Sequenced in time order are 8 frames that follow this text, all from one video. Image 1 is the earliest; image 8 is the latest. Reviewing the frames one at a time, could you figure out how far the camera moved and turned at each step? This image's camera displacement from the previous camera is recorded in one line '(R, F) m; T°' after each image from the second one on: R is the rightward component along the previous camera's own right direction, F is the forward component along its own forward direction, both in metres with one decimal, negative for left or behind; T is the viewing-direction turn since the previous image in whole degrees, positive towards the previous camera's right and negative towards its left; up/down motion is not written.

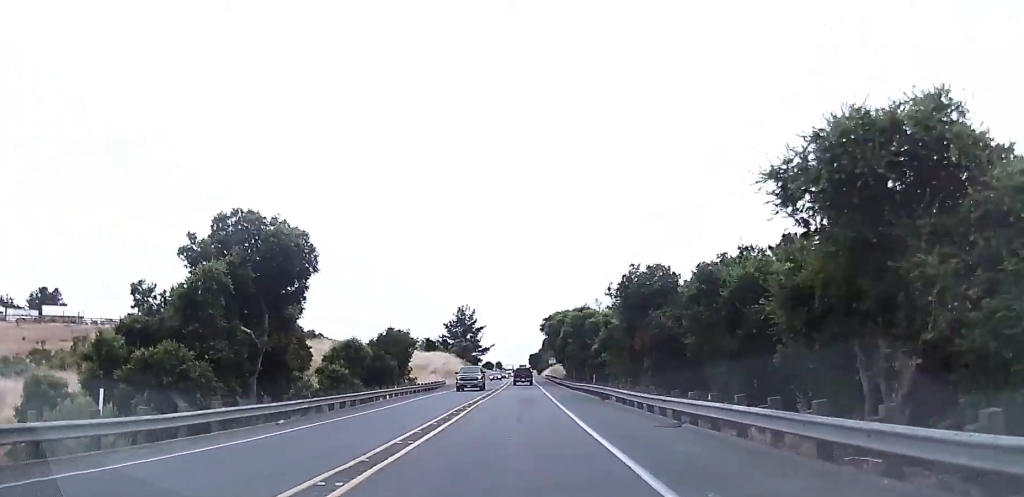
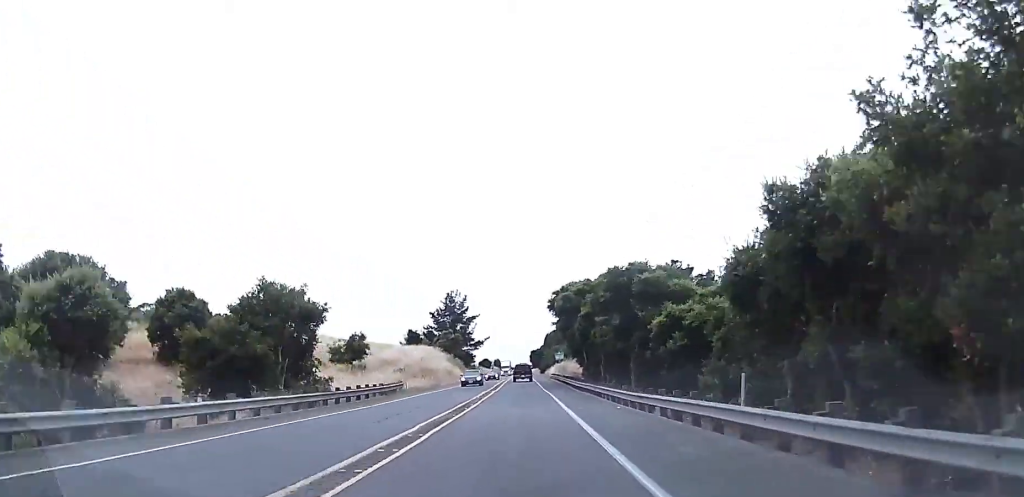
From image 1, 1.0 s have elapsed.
(+0.4, +27.1) m; +1°
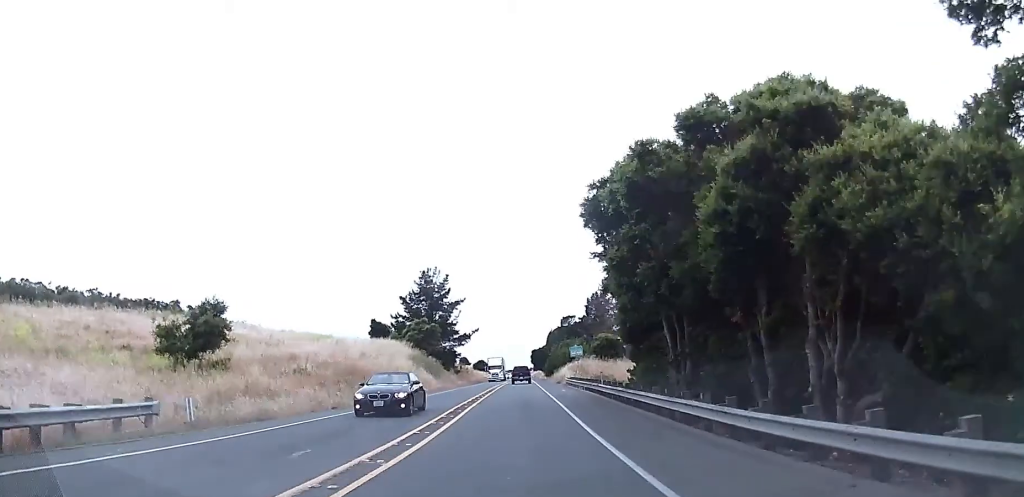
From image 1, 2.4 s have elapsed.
(-0.2, +35.3) m; -2°
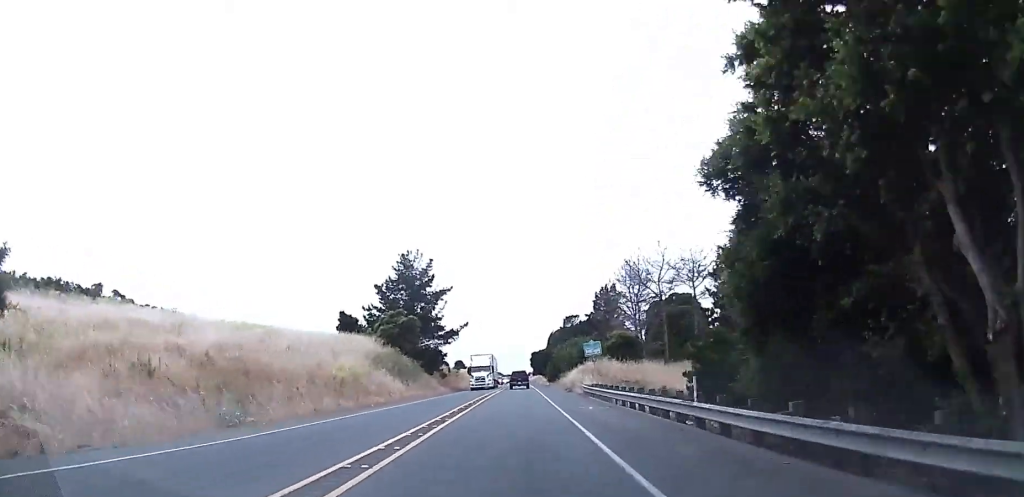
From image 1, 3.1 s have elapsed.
(-0.2, +18.8) m; 0°
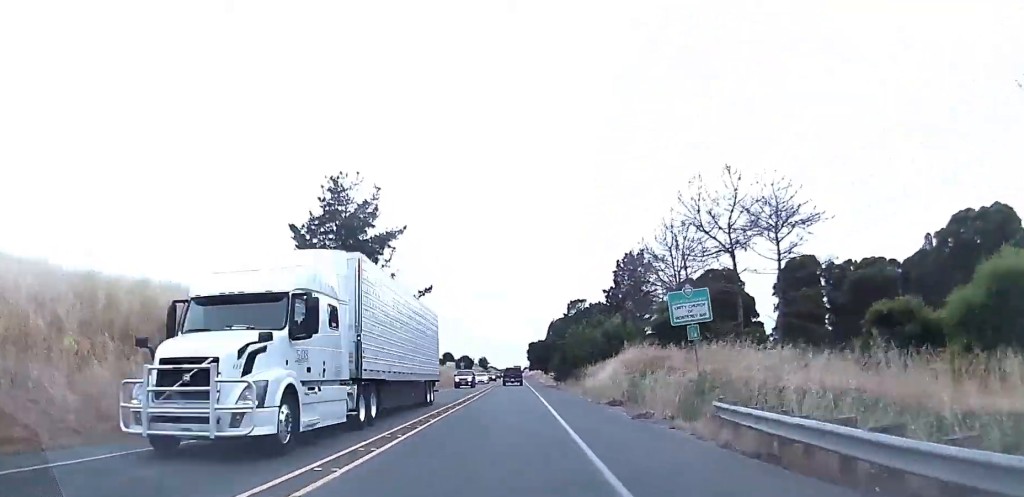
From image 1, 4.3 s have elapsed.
(+0.1, +34.1) m; +1°
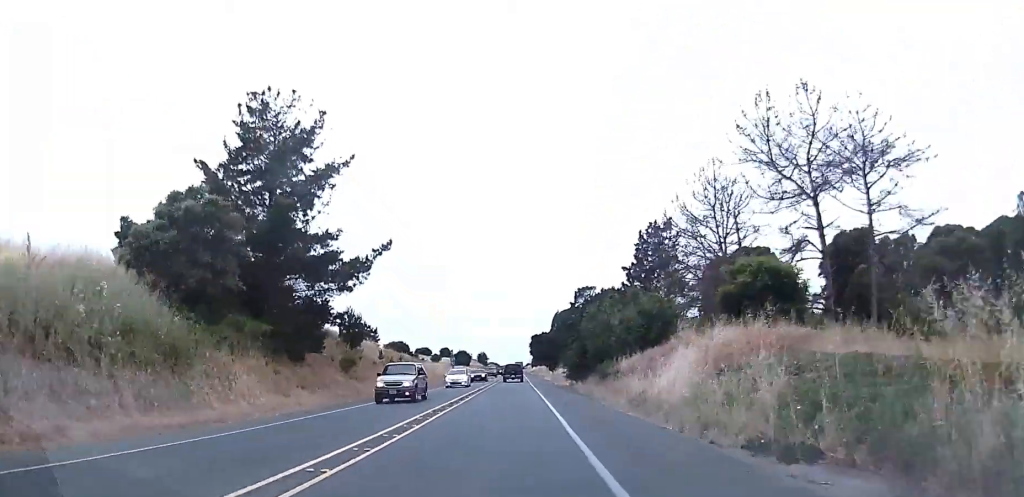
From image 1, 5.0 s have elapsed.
(+0.1, +18.2) m; +1°
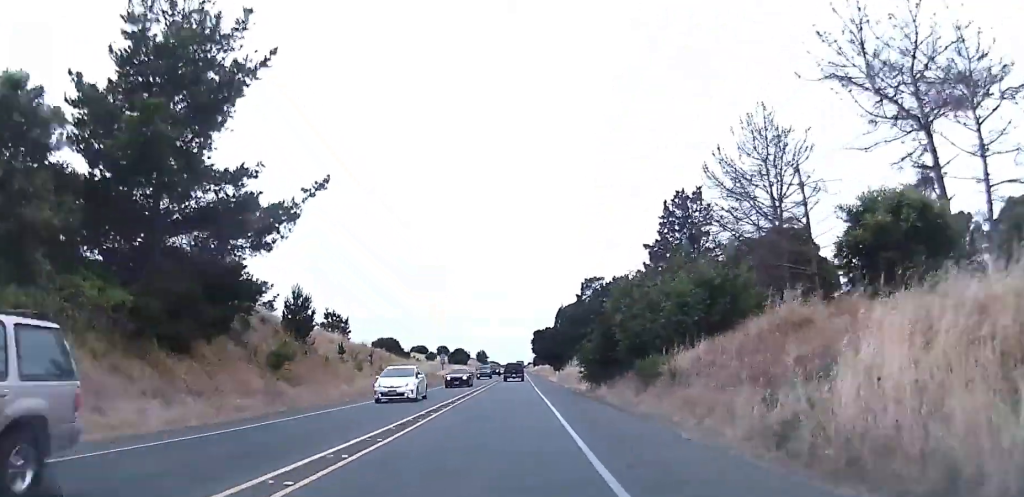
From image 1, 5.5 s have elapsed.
(0.0, +13.7) m; 0°
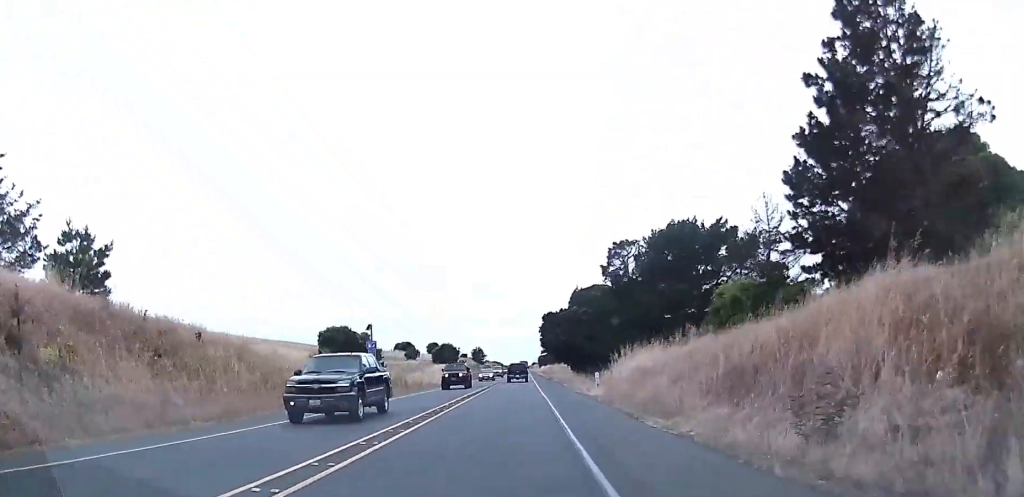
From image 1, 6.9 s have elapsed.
(-0.3, +40.1) m; -1°
